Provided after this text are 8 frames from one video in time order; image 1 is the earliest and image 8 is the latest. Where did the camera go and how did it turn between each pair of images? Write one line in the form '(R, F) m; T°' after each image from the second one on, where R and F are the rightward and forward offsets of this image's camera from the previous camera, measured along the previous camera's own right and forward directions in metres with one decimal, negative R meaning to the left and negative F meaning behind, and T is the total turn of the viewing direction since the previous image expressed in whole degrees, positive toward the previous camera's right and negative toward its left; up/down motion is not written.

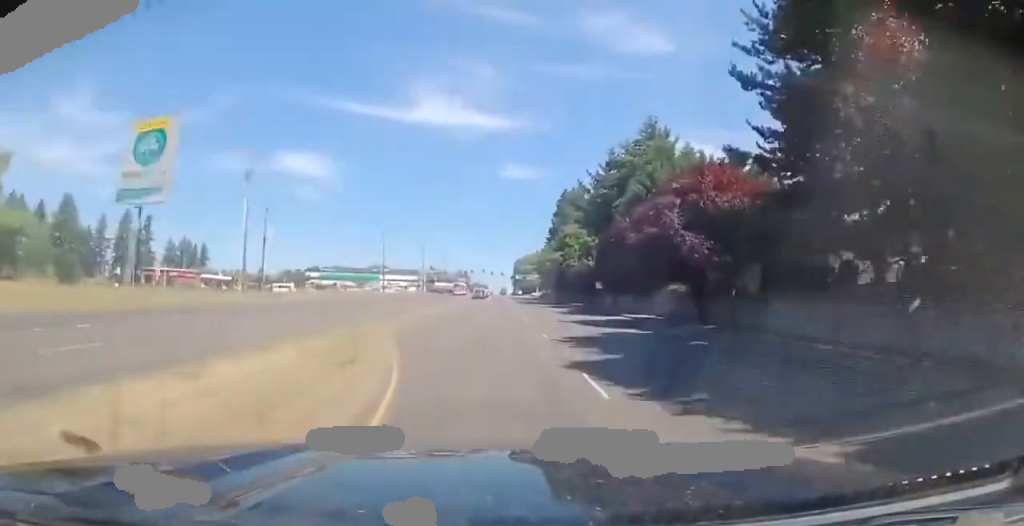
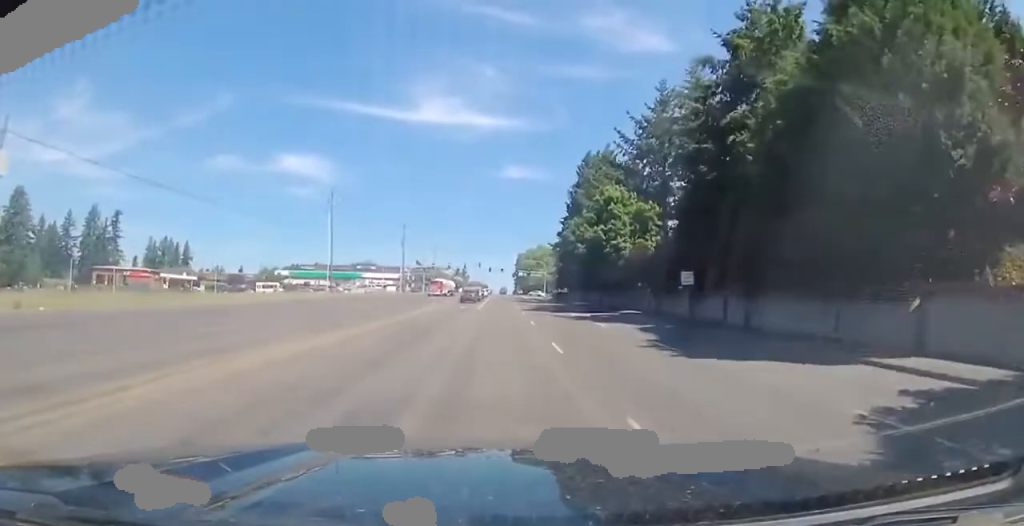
(-0.1, +29.9) m; -1°
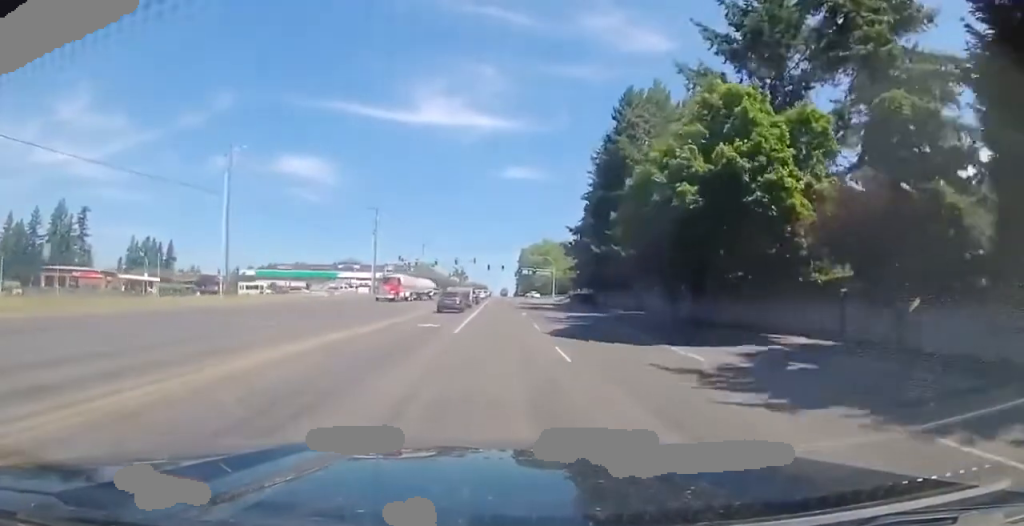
(-0.2, +27.1) m; 0°
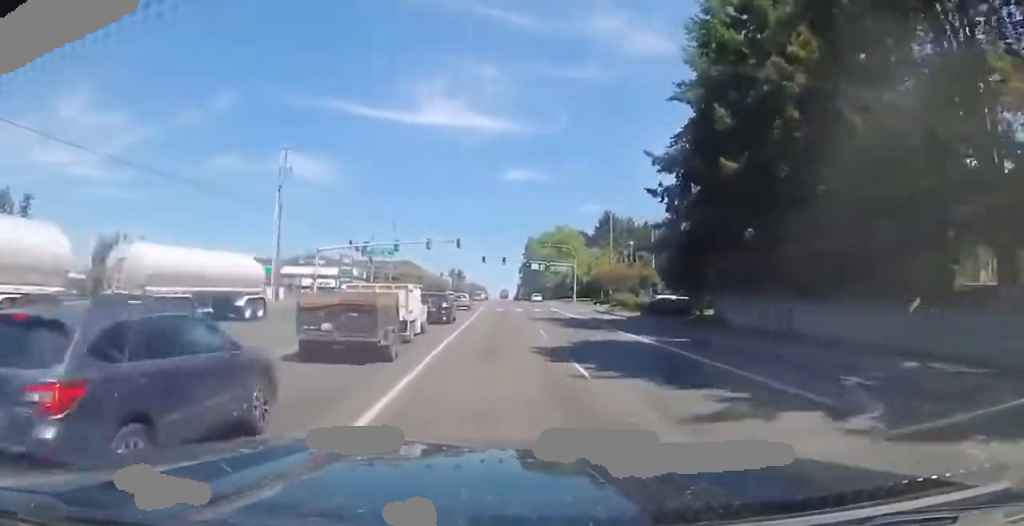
(-0.1, +38.6) m; 0°
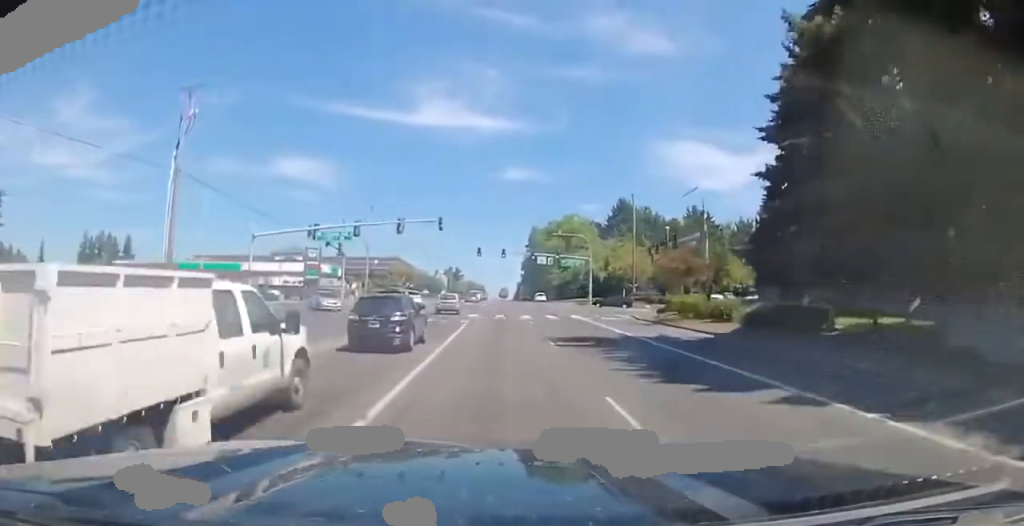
(+0.3, +16.9) m; 0°
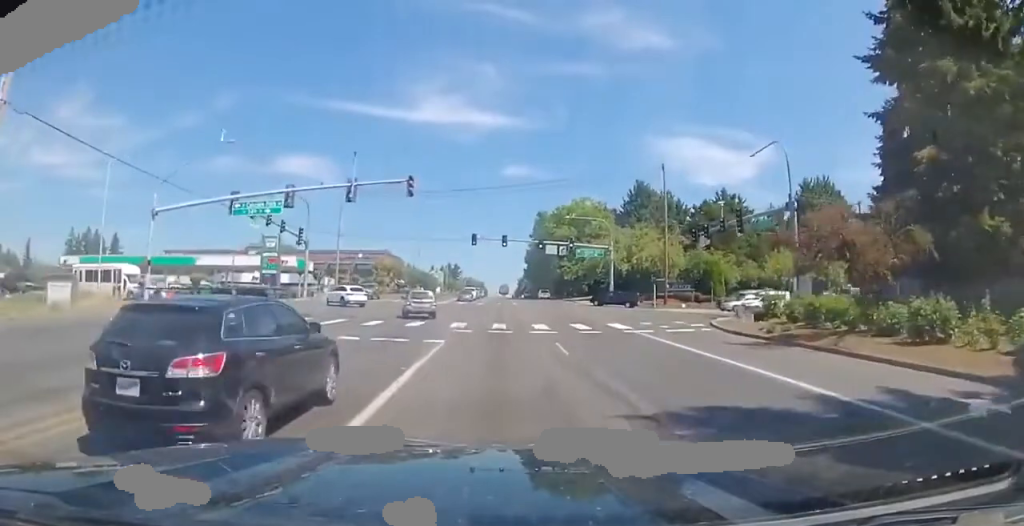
(0.0, +14.8) m; 0°
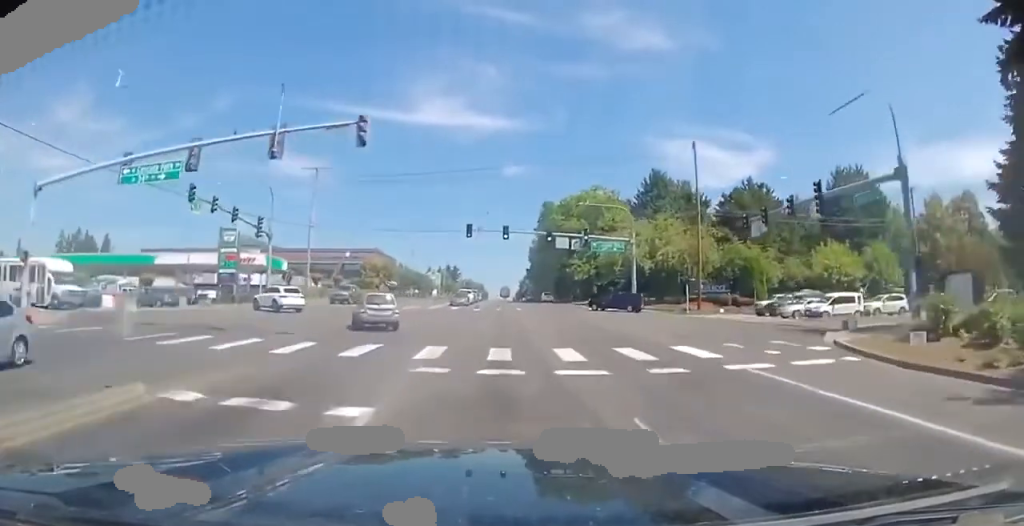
(0.0, +10.3) m; 0°
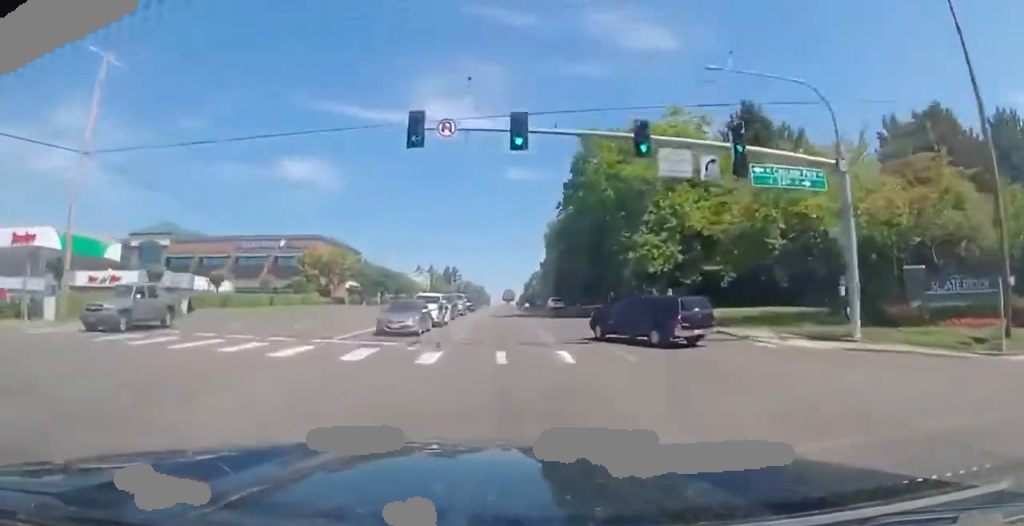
(0.0, +34.2) m; 0°
